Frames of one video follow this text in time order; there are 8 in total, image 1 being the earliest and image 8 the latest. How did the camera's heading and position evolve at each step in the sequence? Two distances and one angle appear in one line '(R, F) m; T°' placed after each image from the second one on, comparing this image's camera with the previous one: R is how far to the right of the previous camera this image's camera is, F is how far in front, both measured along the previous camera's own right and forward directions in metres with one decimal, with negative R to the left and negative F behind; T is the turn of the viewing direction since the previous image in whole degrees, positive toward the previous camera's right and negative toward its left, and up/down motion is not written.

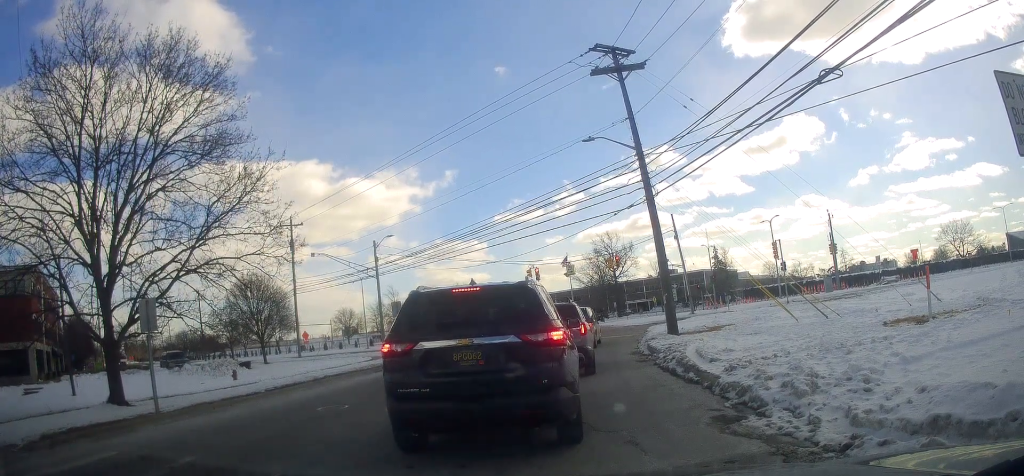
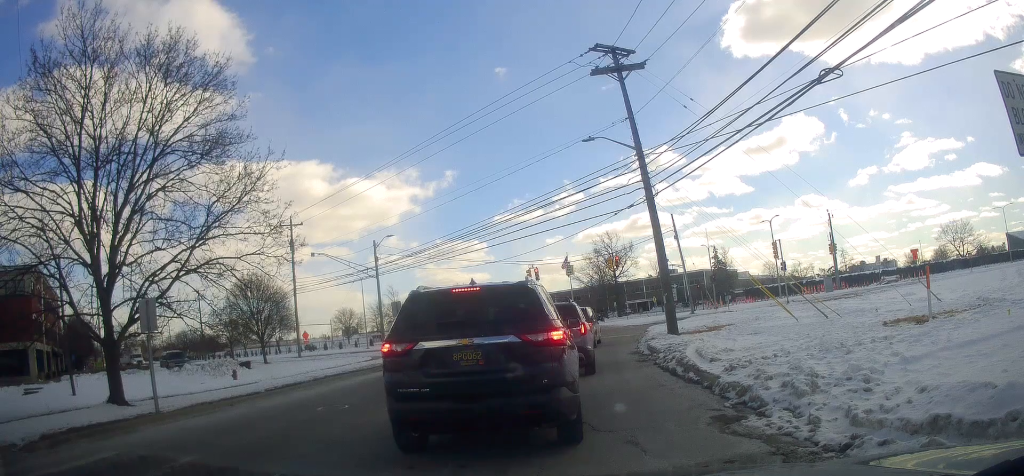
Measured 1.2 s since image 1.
(0.0, 0.0) m; 0°
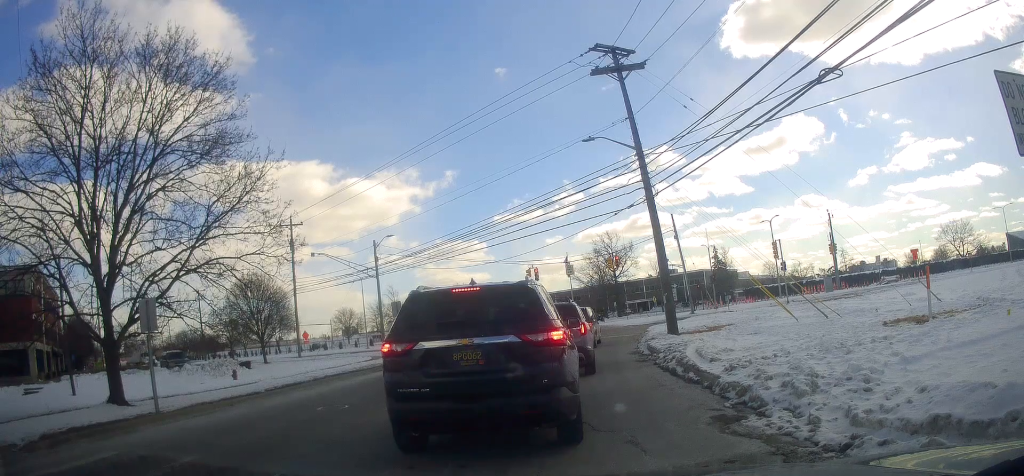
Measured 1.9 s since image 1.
(0.0, 0.0) m; 0°
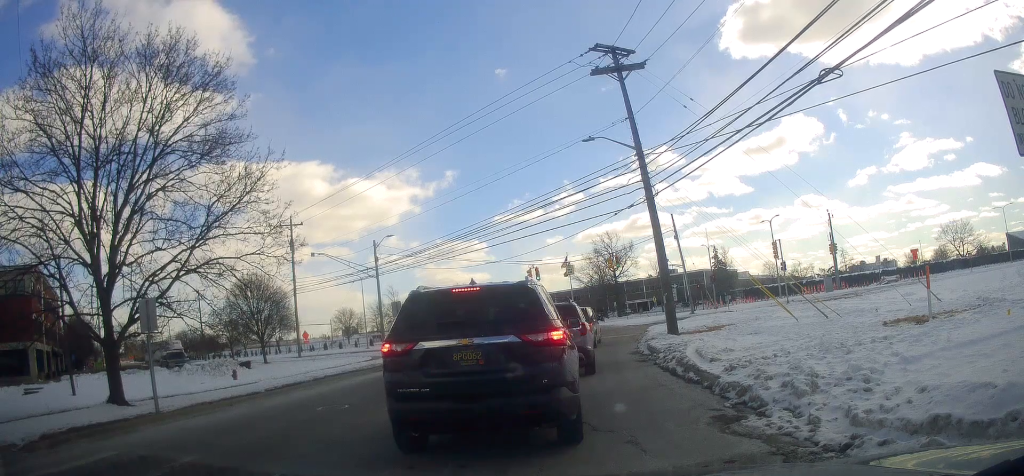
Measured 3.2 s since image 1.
(0.0, 0.0) m; 0°
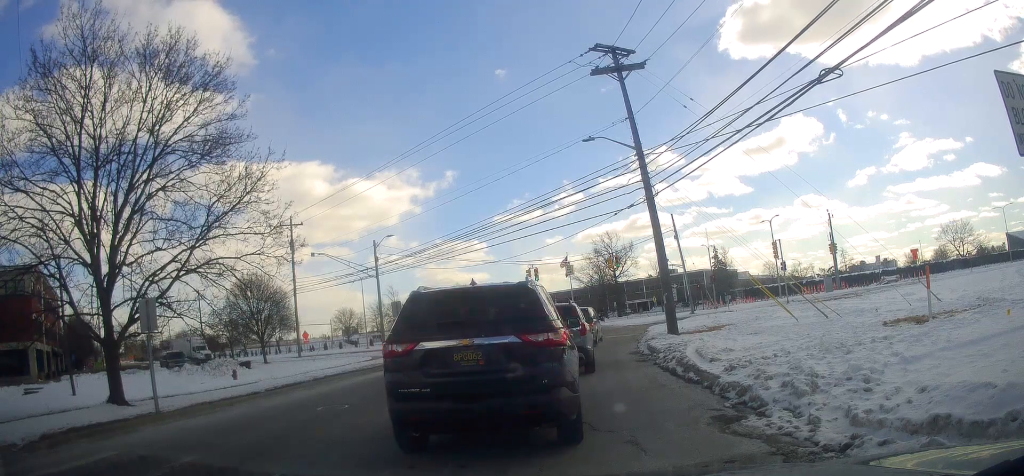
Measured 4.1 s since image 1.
(0.0, 0.0) m; 0°
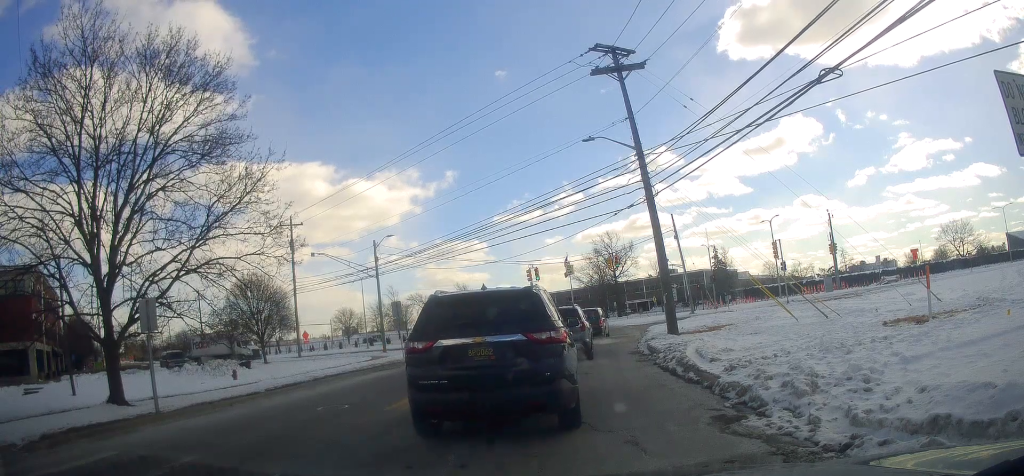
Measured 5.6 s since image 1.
(0.0, 0.0) m; 0°
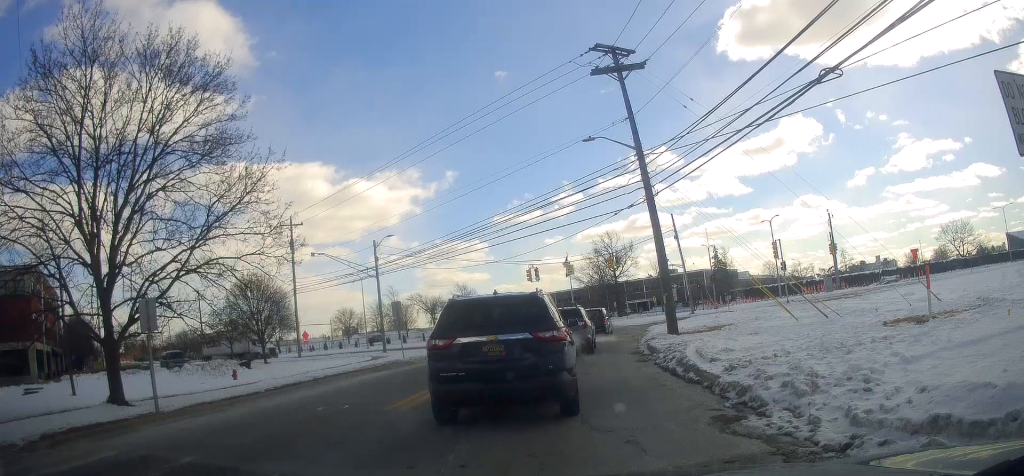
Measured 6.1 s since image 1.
(0.0, 0.0) m; 0°
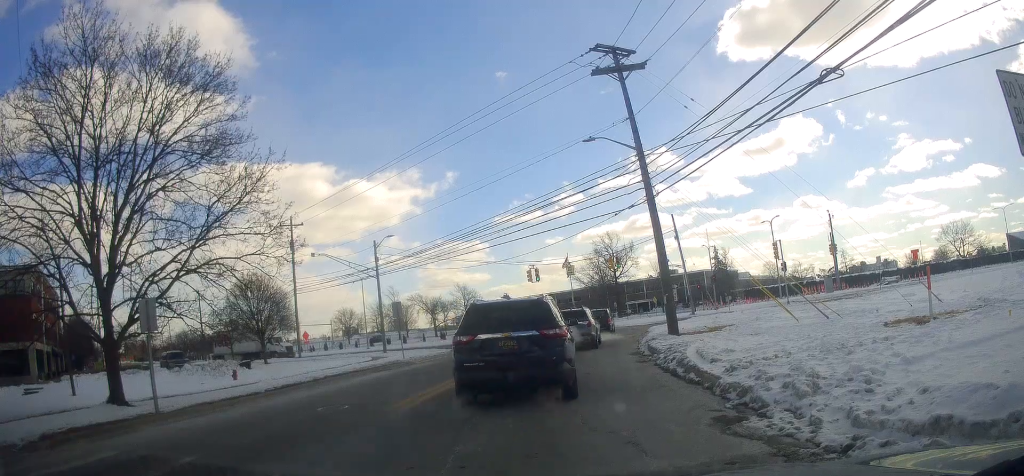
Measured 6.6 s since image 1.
(0.0, 0.0) m; 0°
